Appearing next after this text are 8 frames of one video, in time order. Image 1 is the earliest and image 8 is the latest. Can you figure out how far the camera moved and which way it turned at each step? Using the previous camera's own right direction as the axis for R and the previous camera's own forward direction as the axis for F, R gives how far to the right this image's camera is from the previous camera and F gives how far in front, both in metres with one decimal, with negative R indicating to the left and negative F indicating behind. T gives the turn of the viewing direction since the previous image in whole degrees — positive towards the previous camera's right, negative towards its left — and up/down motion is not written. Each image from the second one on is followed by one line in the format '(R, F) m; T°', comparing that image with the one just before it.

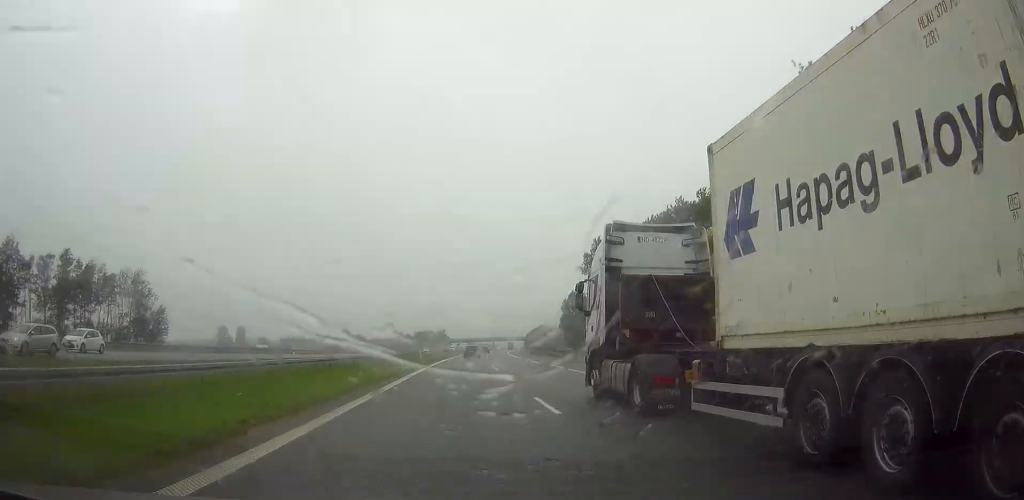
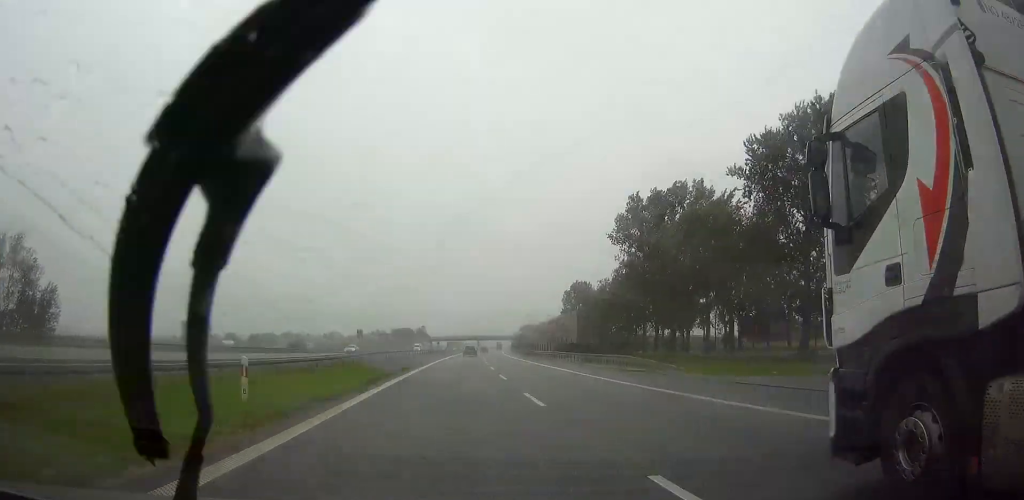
(0.0, +47.6) m; 0°
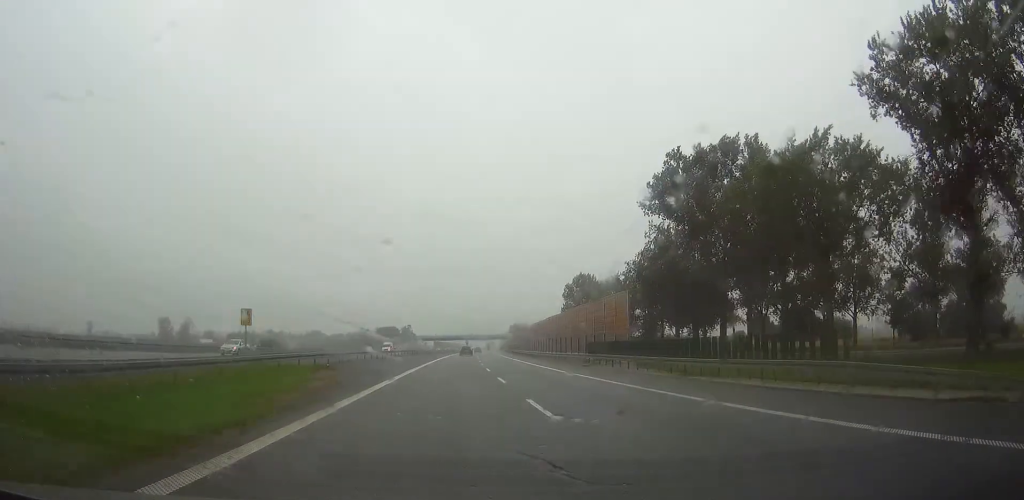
(0.0, +27.0) m; 0°
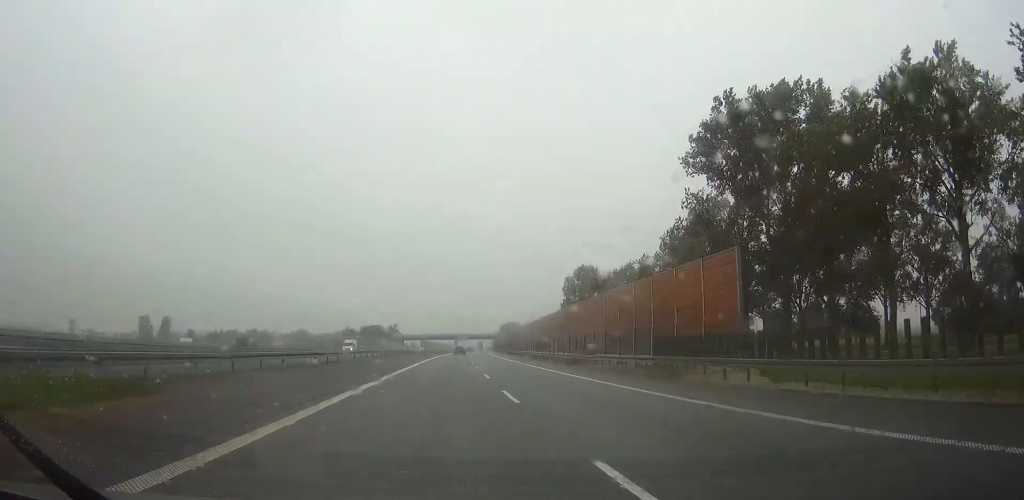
(0.0, +21.5) m; 0°
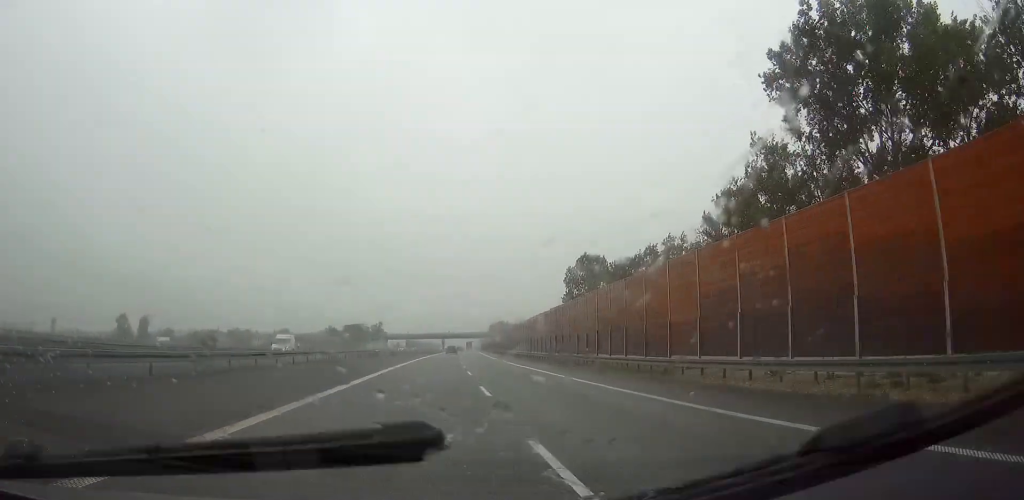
(0.0, +22.7) m; 0°
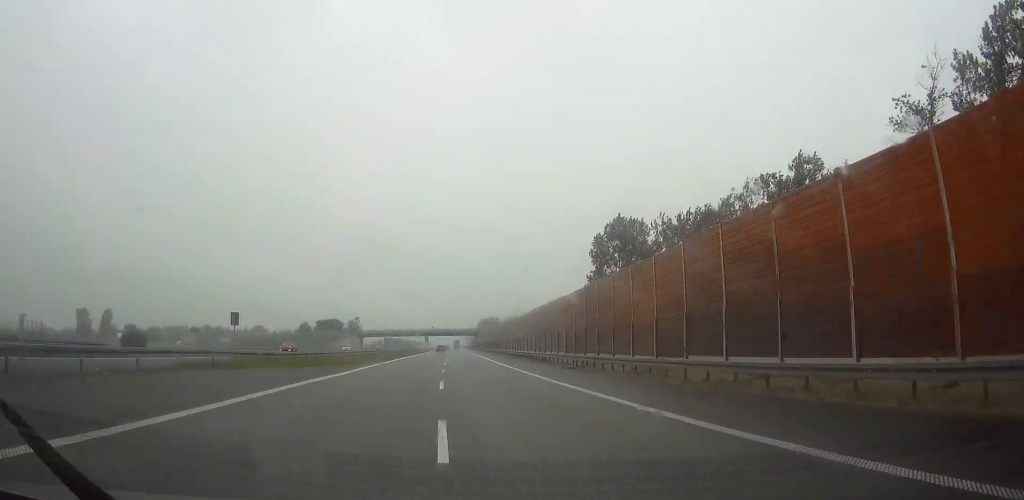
(0.0, +47.0) m; 0°
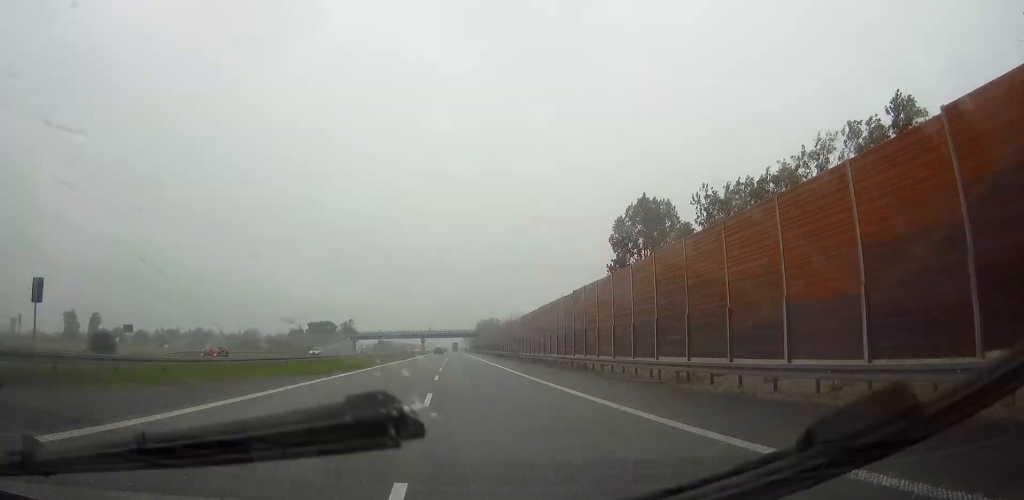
(0.0, +17.2) m; 0°
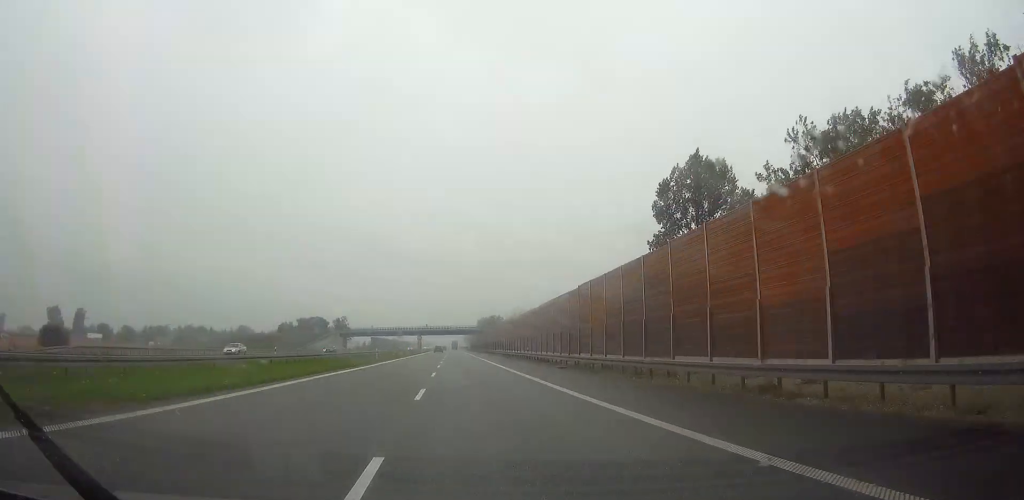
(0.0, +23.0) m; +2°
